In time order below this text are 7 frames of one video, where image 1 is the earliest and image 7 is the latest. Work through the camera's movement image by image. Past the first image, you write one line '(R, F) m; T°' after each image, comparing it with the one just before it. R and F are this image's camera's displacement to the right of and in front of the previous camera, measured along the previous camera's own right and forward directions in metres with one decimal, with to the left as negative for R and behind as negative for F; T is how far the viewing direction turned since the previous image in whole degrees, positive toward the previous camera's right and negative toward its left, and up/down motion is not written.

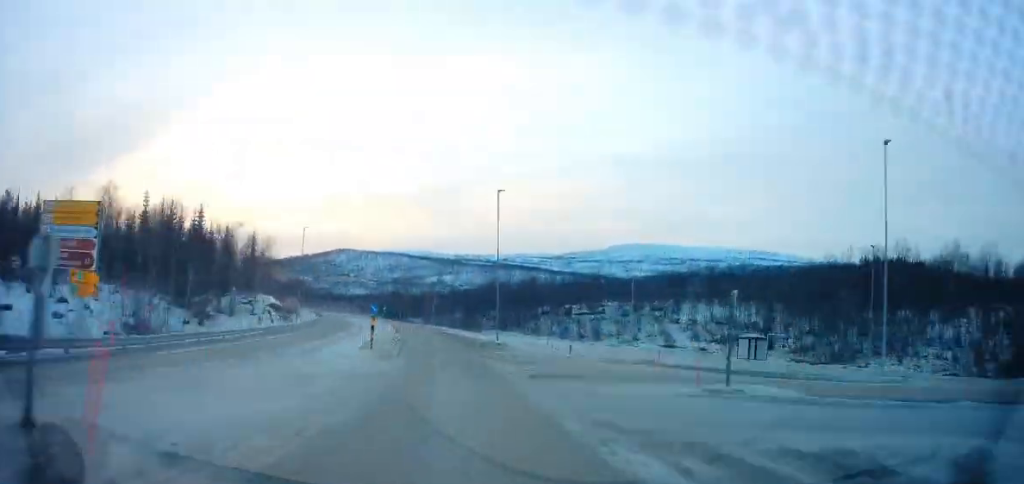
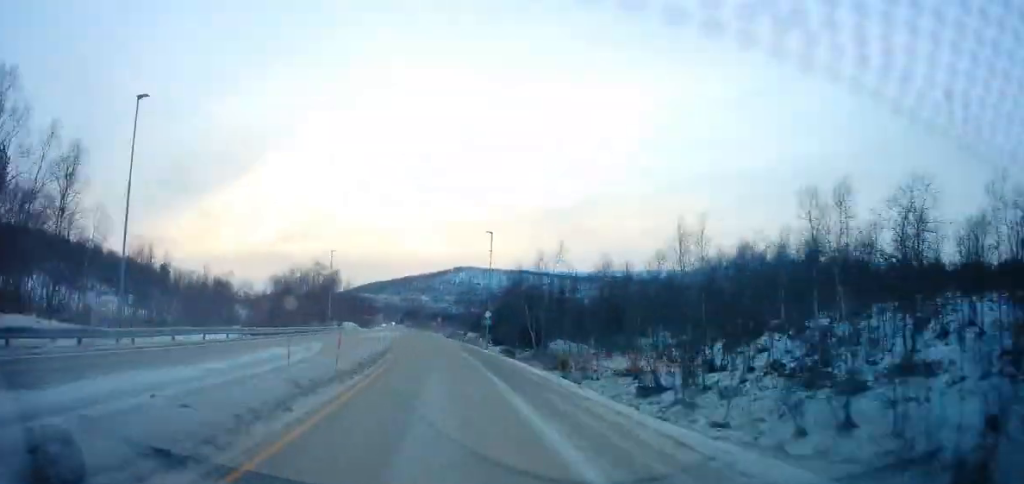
(-13.1, +97.3) m; -6°
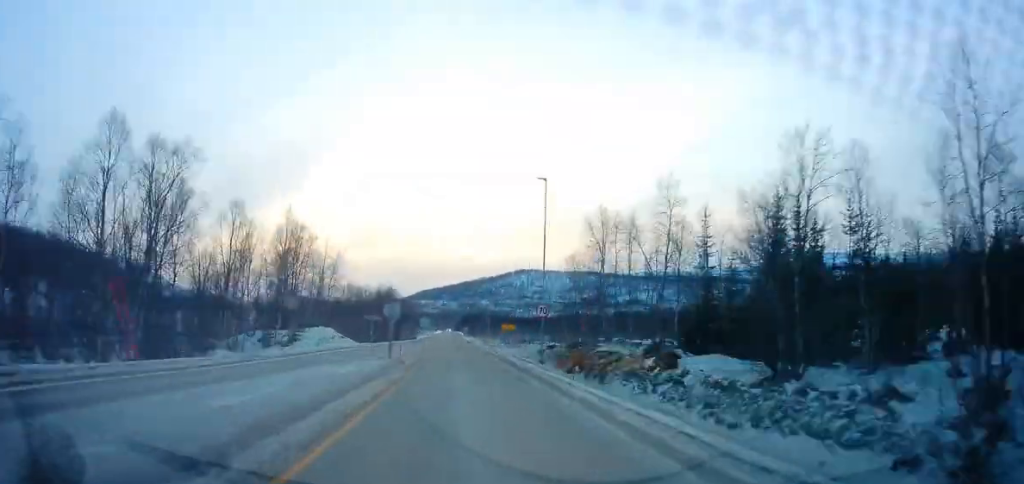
(-3.0, +70.8) m; -3°
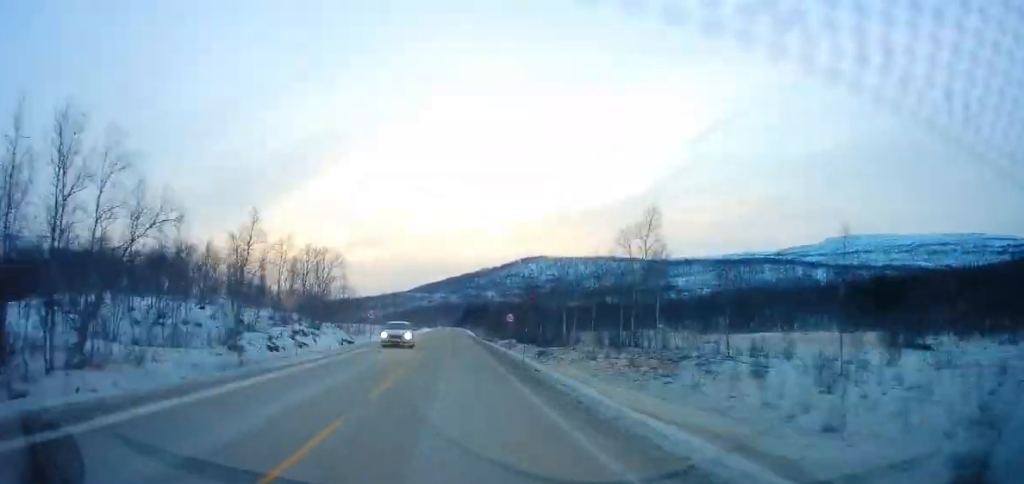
(-4.1, +206.9) m; -1°
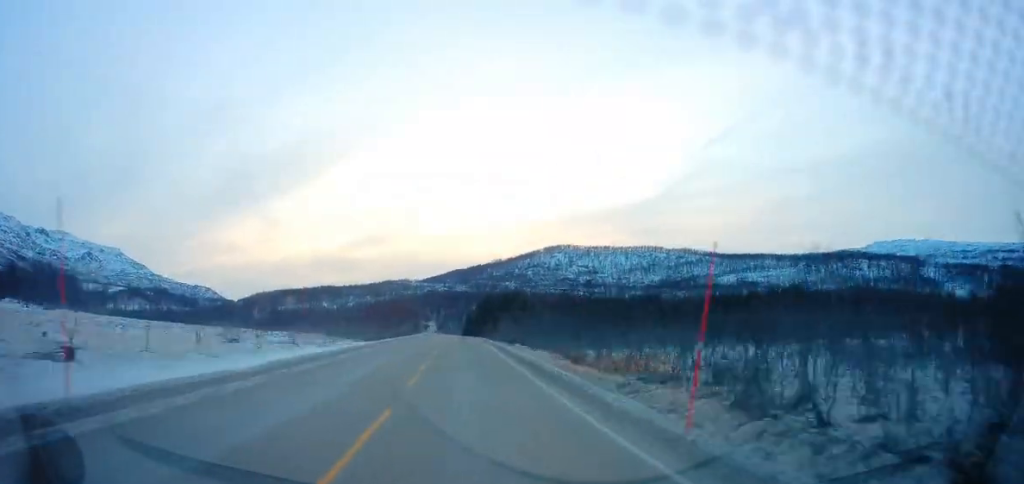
(-1.3, +268.9) m; -6°
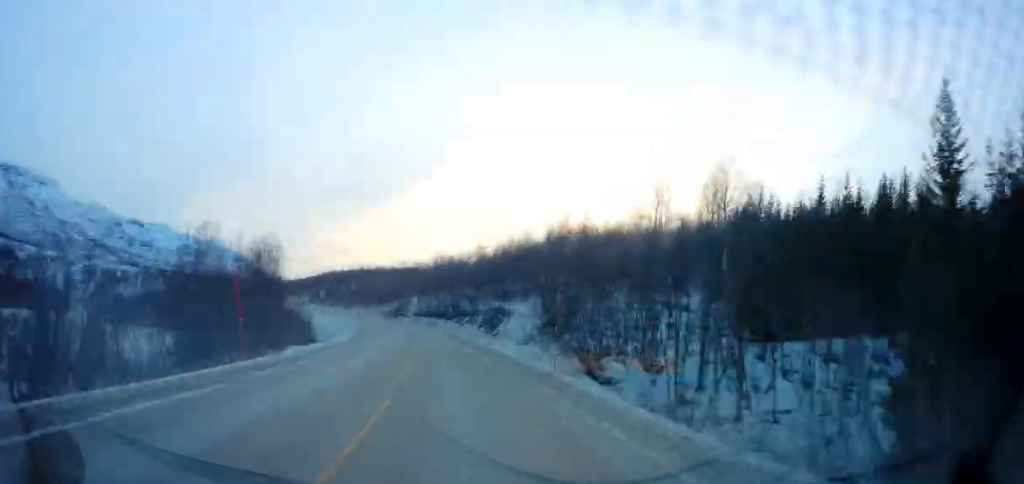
(-28.7, +234.0) m; -16°
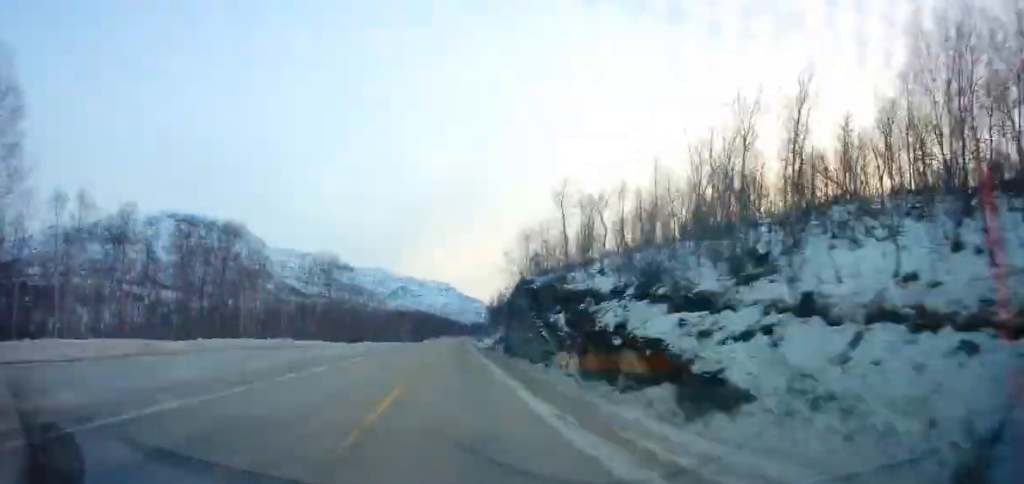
(-43.3, +283.6) m; -7°
